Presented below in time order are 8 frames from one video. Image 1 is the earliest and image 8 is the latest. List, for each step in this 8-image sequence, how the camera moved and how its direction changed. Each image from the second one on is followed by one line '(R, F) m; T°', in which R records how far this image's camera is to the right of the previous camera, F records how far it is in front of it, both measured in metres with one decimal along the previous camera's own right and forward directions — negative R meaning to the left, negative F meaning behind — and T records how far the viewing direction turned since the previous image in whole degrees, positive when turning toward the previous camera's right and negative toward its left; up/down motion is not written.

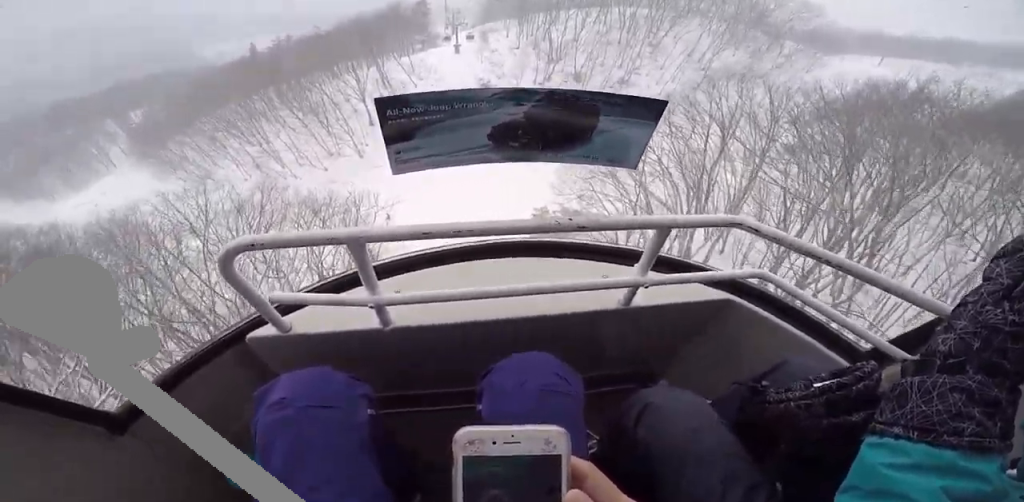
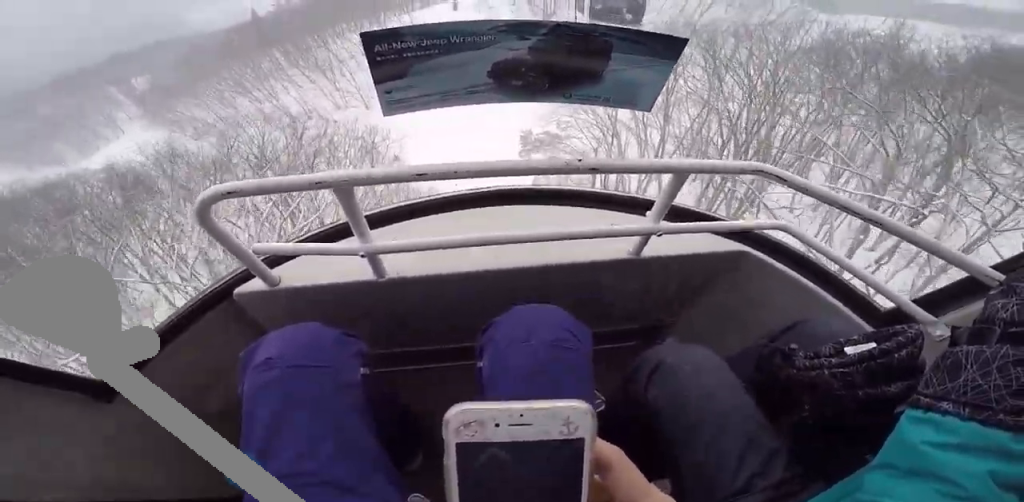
(+0.5, +7.0) m; +1°
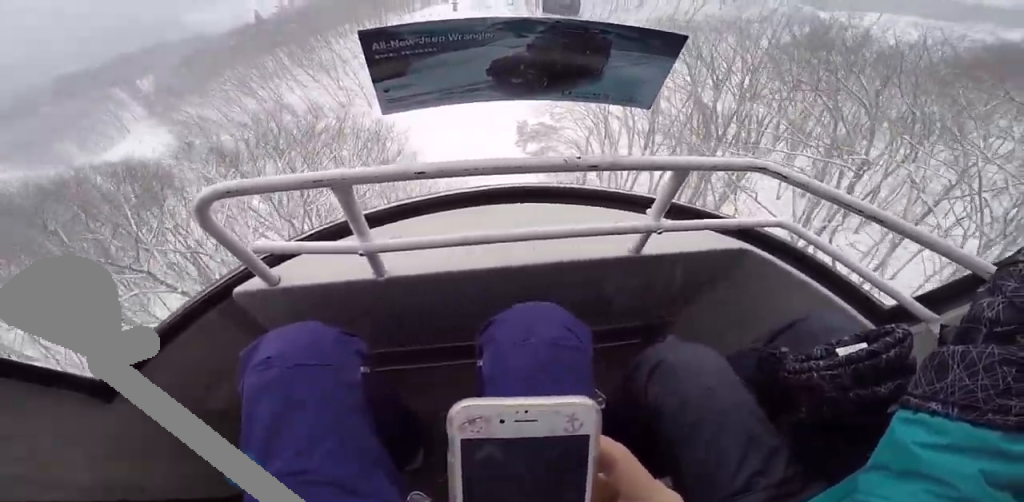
(-0.3, +2.4) m; 0°
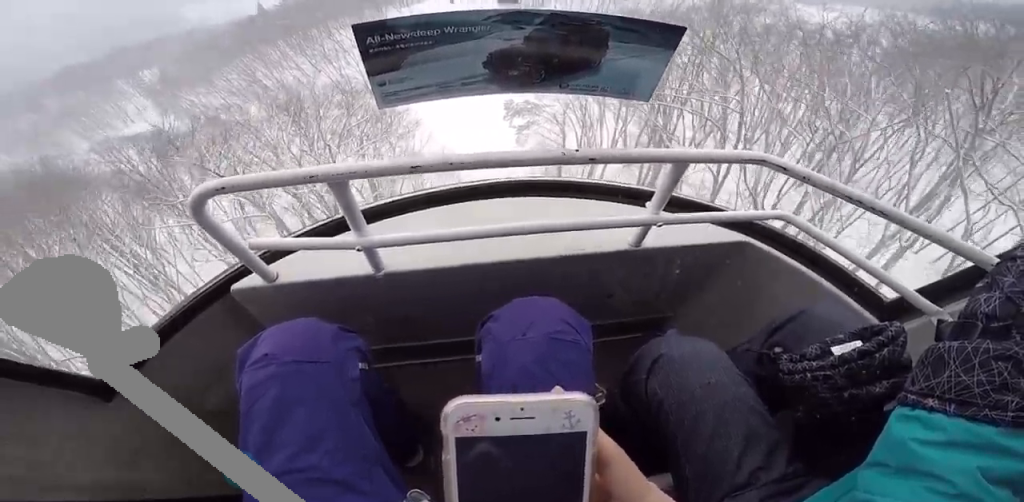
(+0.5, +5.6) m; 0°
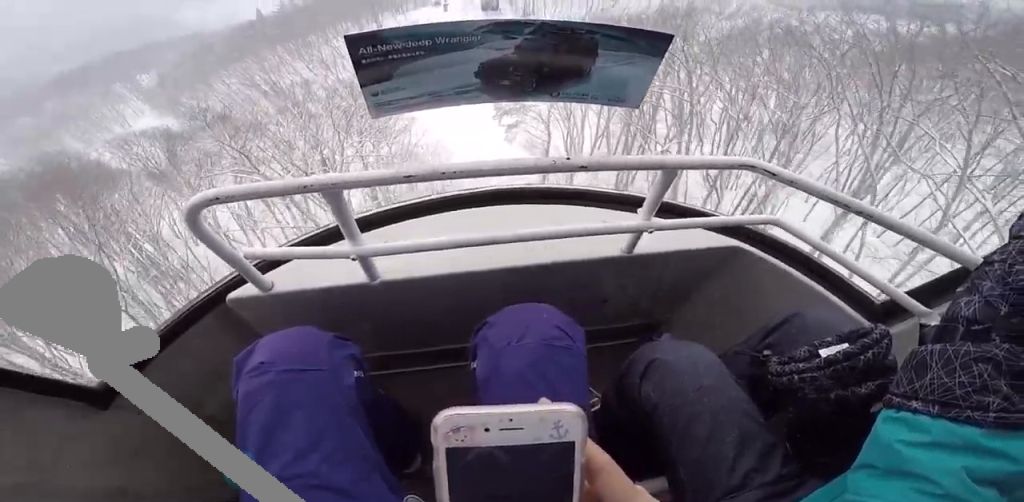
(-0.4, +3.1) m; -1°
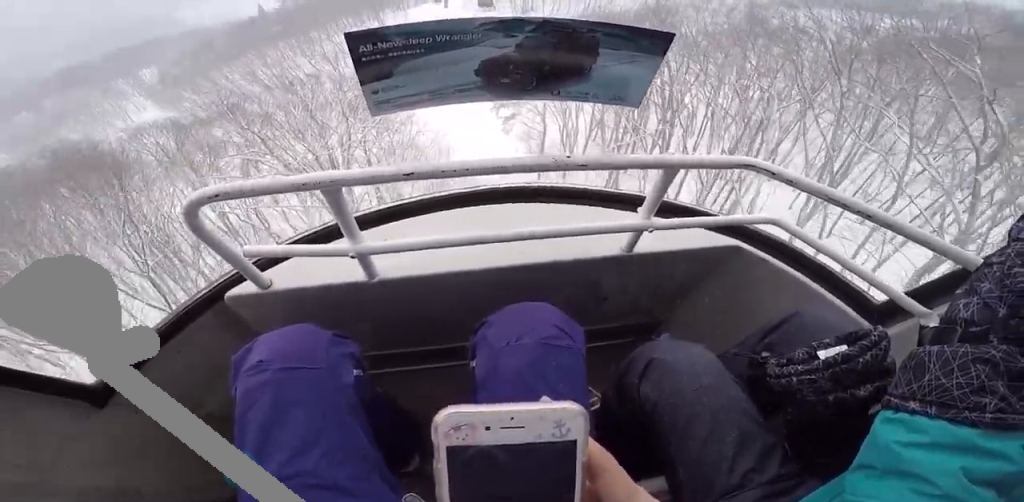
(-0.2, +1.9) m; -1°
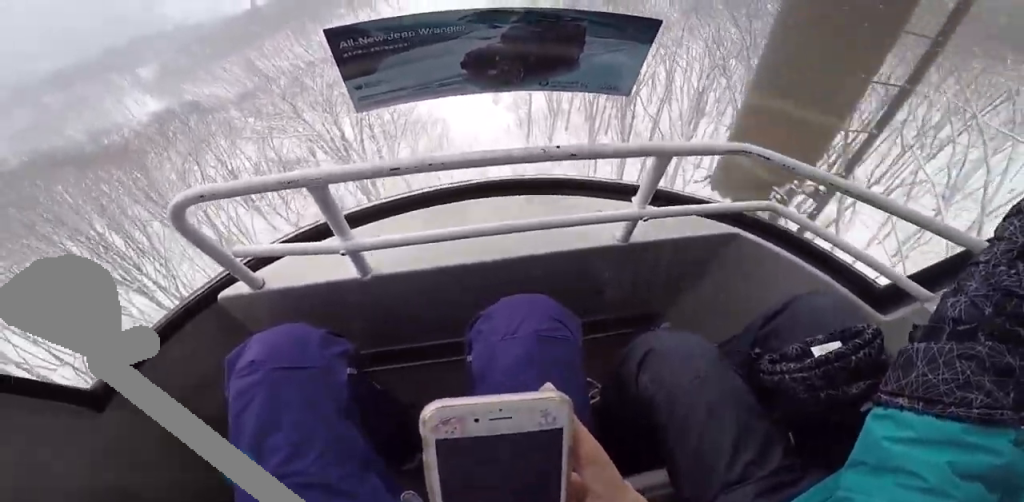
(+0.1, +5.2) m; -9°
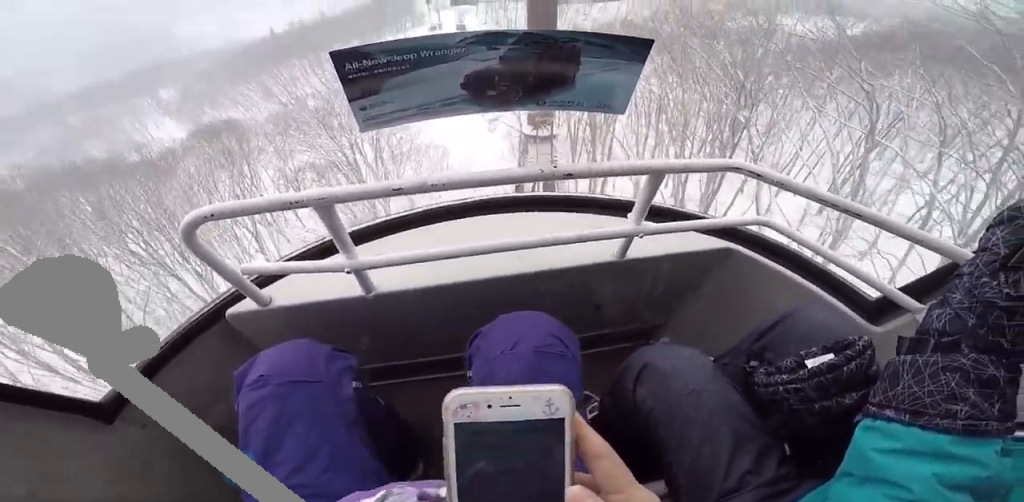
(-0.5, +5.3) m; +4°
